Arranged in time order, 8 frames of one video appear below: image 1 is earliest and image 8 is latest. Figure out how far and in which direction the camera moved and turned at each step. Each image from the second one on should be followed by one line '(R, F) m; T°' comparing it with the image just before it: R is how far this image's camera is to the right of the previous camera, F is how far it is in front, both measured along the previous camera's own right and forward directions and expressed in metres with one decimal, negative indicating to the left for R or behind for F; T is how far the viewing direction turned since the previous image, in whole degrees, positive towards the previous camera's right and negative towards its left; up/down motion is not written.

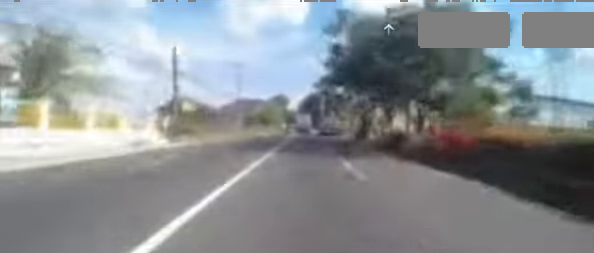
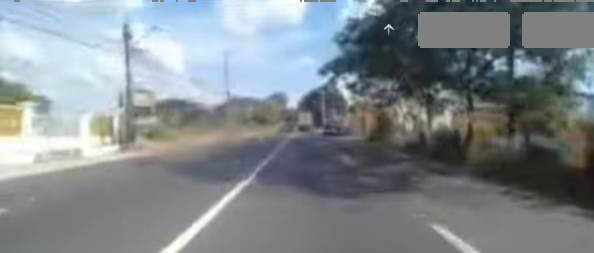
(-0.1, +7.3) m; -1°
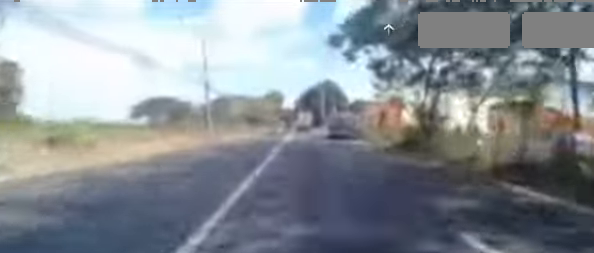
(+0.1, +9.5) m; -2°
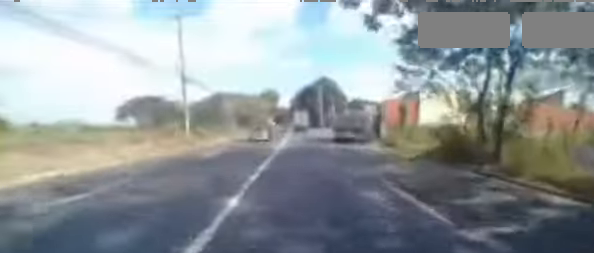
(-0.2, +5.6) m; 0°
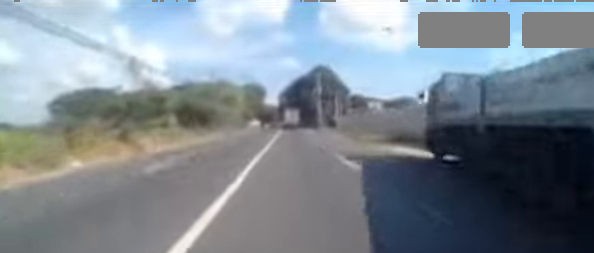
(+0.1, +22.7) m; +2°
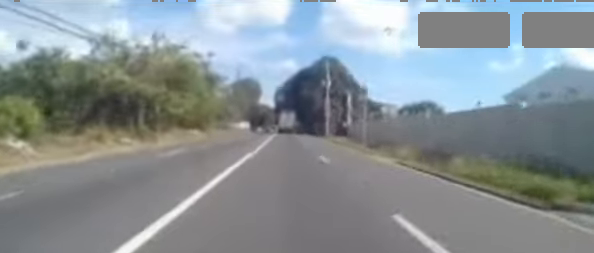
(+0.4, +16.0) m; +2°
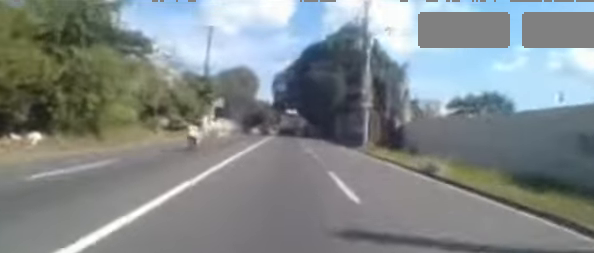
(-0.2, +23.6) m; -2°
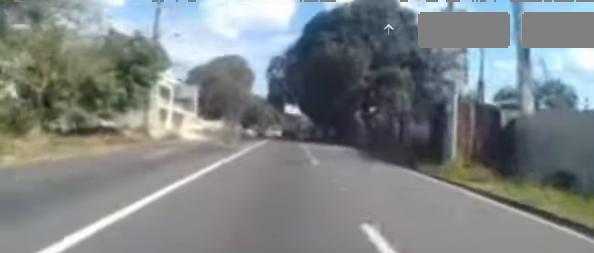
(+0.1, +13.7) m; +2°
